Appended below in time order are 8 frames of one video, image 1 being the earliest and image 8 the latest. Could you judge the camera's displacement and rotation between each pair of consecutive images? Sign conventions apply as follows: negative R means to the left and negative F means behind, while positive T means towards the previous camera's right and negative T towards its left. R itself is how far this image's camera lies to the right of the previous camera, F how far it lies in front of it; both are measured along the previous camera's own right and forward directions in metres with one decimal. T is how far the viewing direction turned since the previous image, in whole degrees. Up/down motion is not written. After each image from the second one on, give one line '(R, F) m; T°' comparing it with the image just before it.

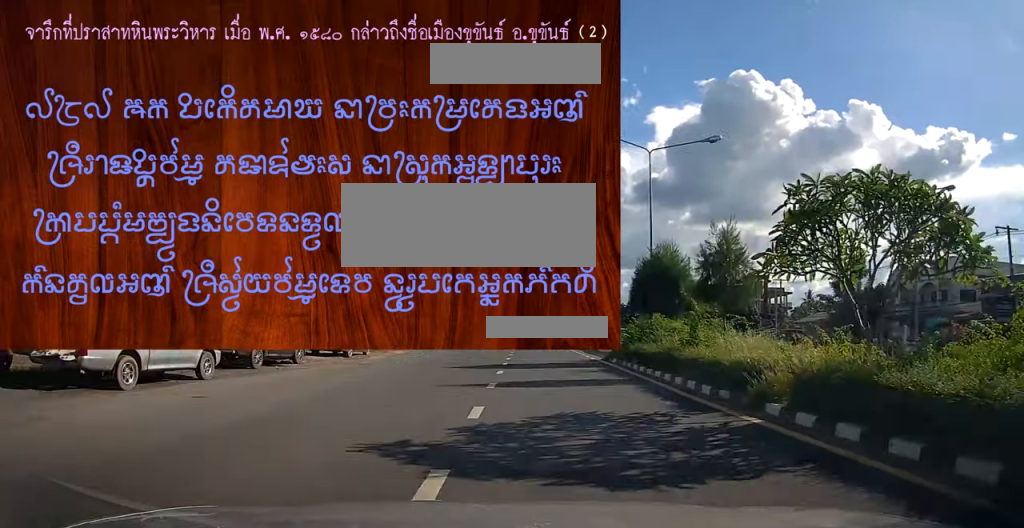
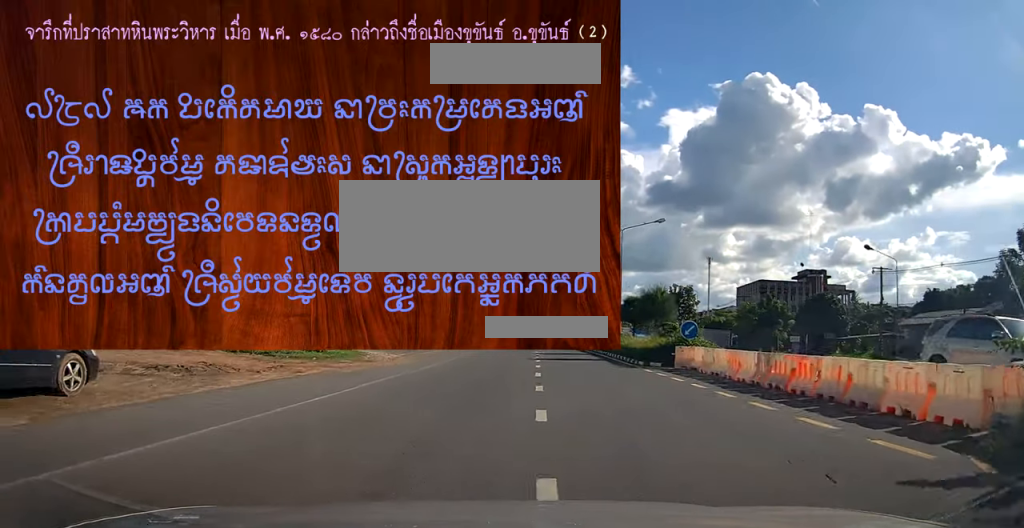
(0.0, +20.6) m; 0°
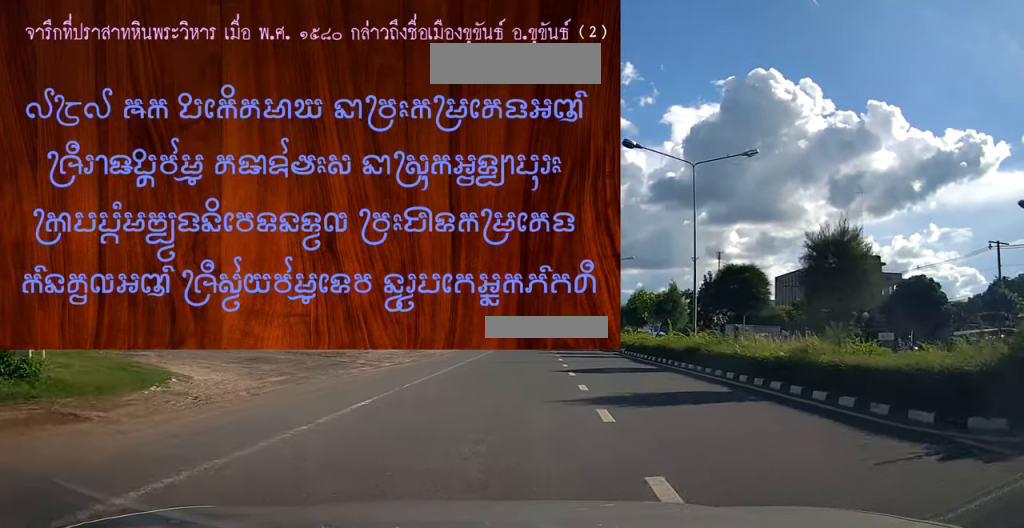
(0.0, +16.4) m; -3°
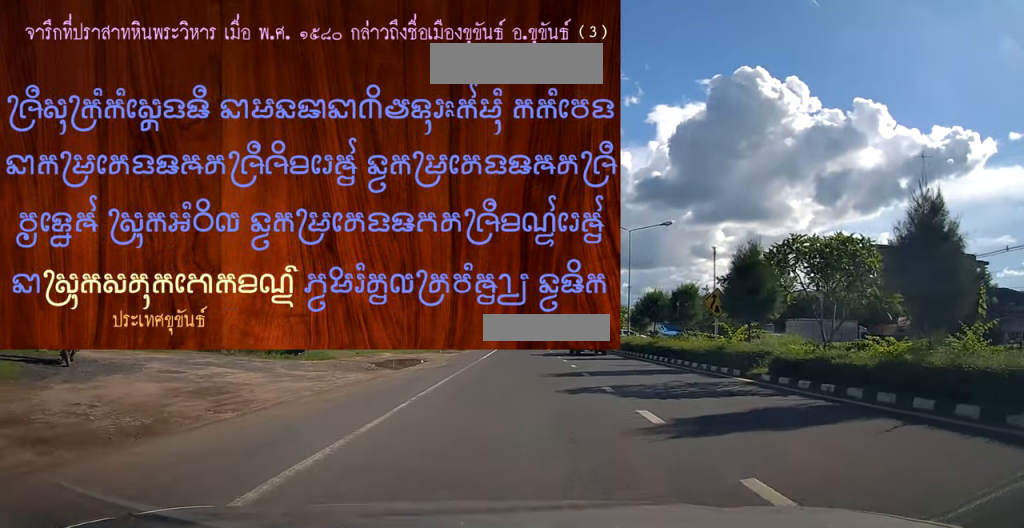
(-0.8, +20.9) m; 0°
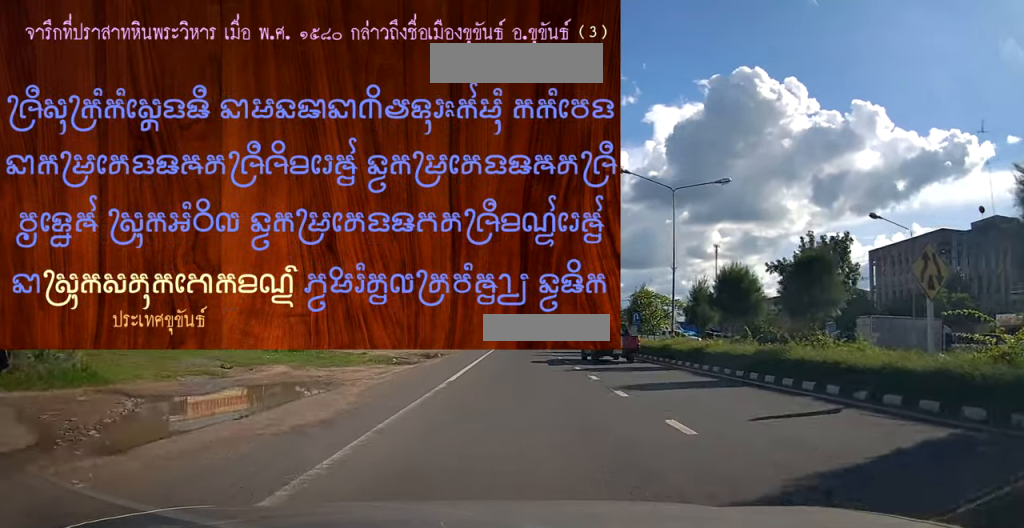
(+0.6, +13.1) m; +3°
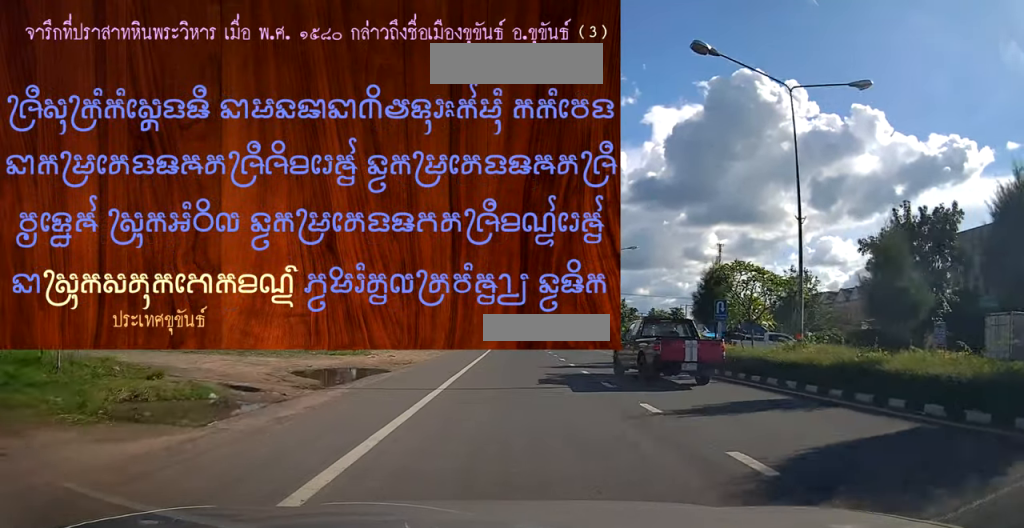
(0.0, +14.2) m; 0°
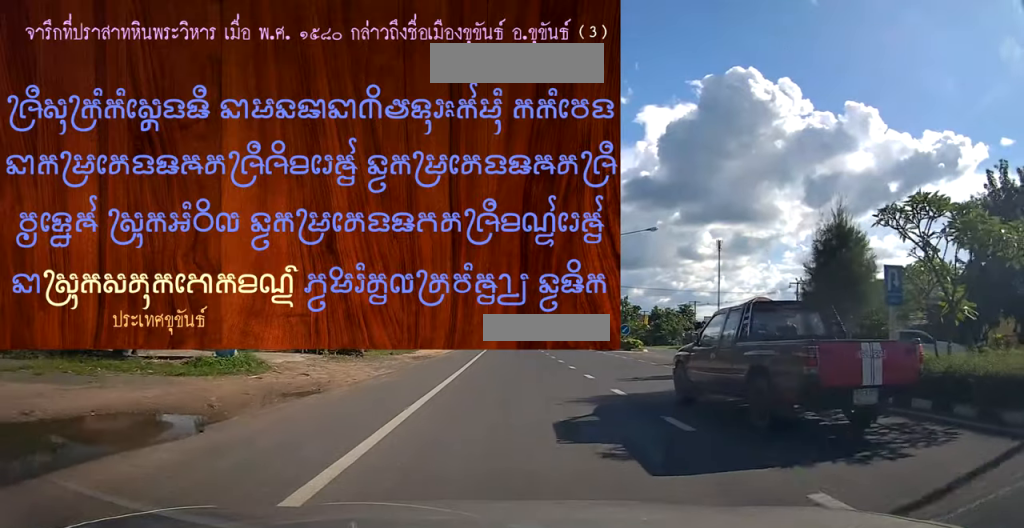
(0.0, +9.9) m; +1°
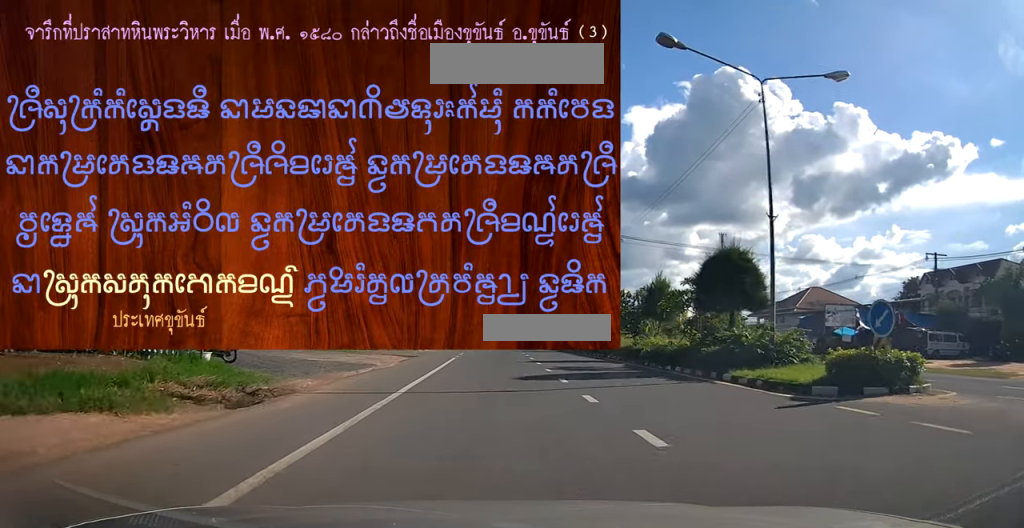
(+1.0, +29.2) m; +1°
